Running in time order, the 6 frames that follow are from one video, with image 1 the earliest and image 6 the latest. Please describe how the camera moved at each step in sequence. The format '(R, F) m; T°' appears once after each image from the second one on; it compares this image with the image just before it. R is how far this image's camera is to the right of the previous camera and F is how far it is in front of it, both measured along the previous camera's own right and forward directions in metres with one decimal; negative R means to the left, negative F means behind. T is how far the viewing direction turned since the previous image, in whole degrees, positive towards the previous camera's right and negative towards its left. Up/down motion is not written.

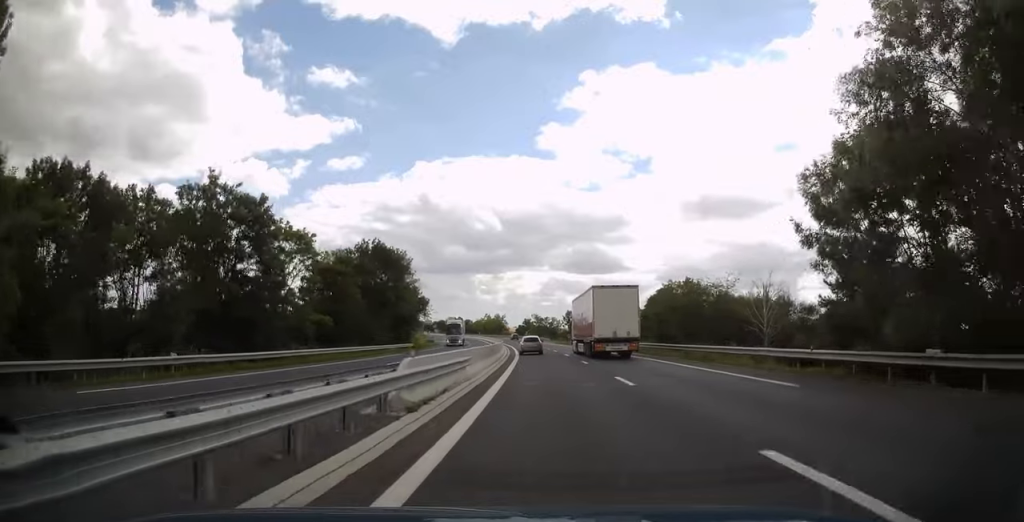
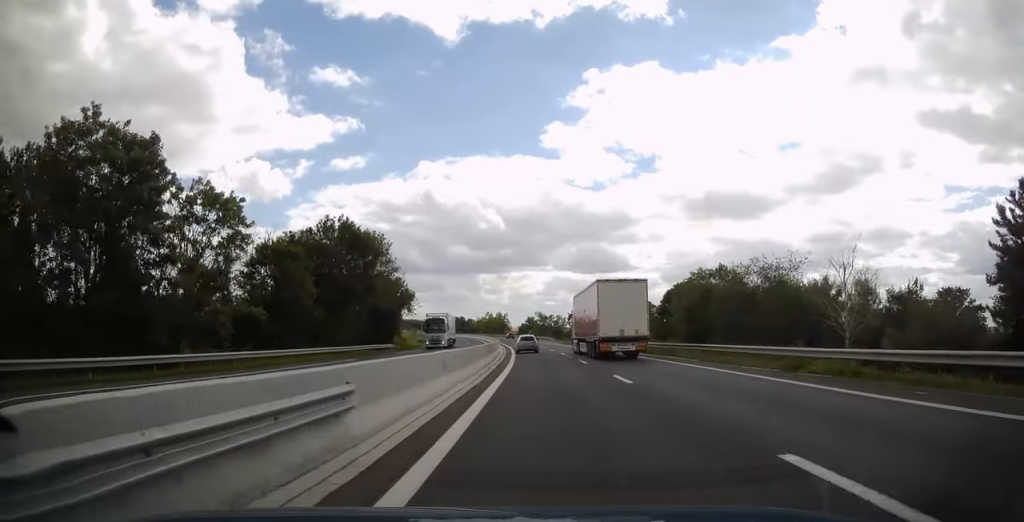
(-0.2, +13.2) m; 0°
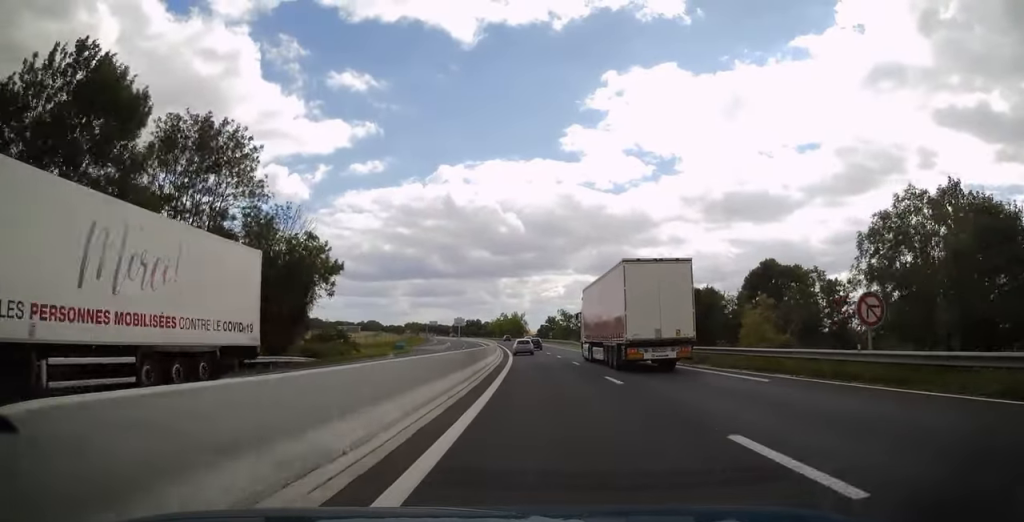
(-0.1, +37.5) m; -1°
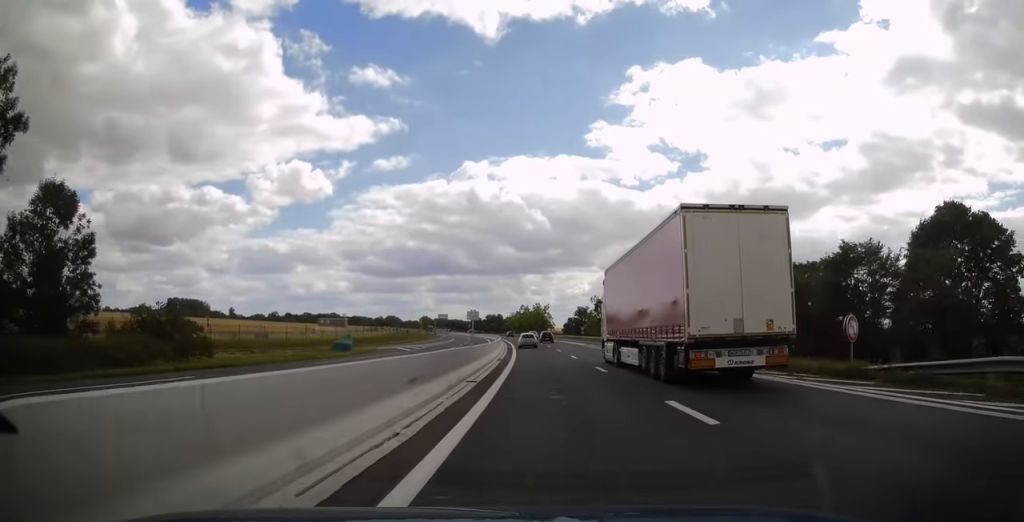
(-0.7, +34.9) m; -2°
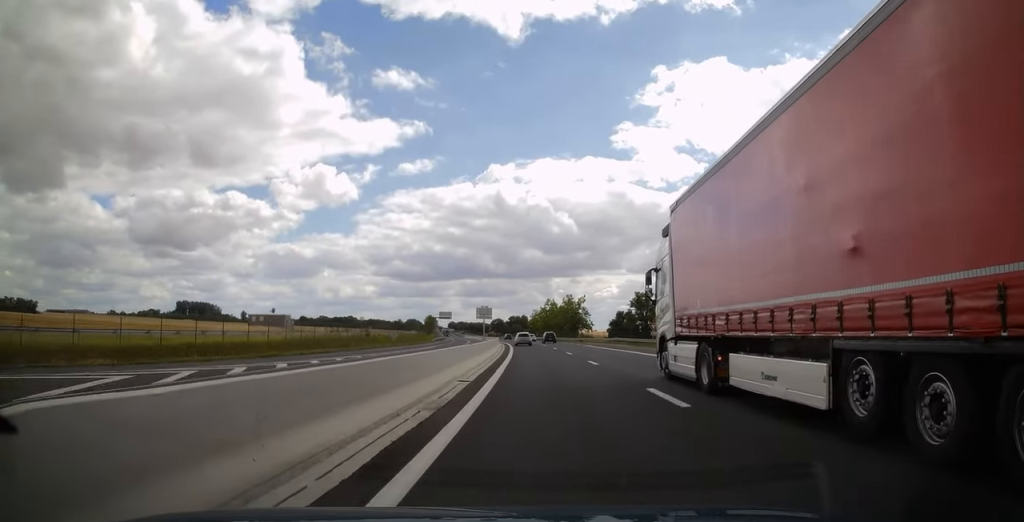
(-1.6, +50.7) m; -3°
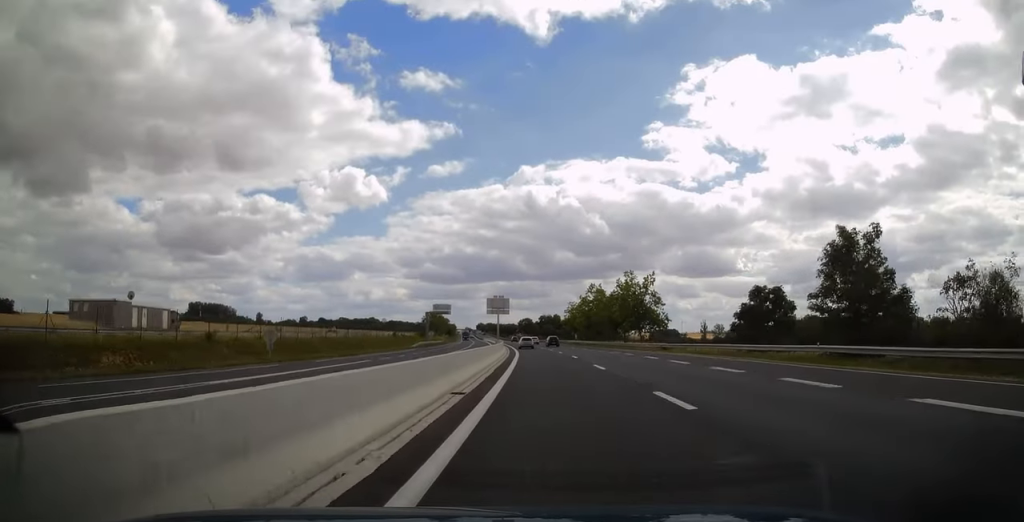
(-1.0, +52.1) m; -3°
